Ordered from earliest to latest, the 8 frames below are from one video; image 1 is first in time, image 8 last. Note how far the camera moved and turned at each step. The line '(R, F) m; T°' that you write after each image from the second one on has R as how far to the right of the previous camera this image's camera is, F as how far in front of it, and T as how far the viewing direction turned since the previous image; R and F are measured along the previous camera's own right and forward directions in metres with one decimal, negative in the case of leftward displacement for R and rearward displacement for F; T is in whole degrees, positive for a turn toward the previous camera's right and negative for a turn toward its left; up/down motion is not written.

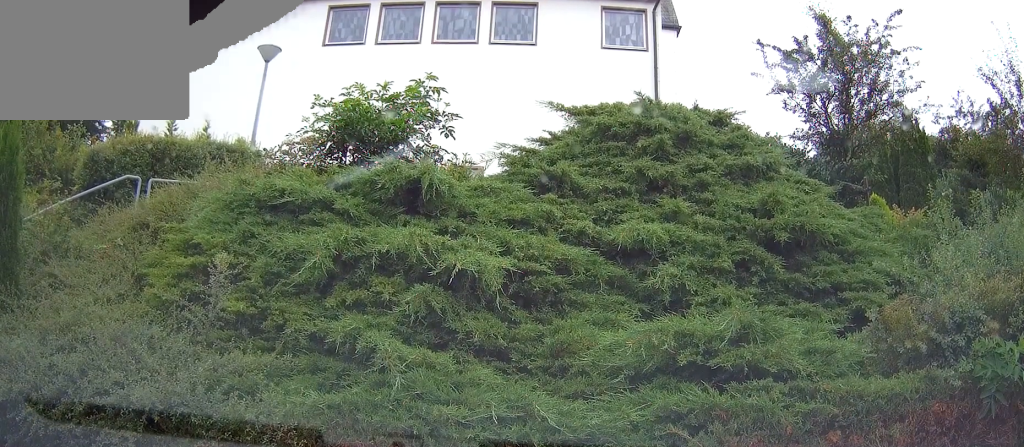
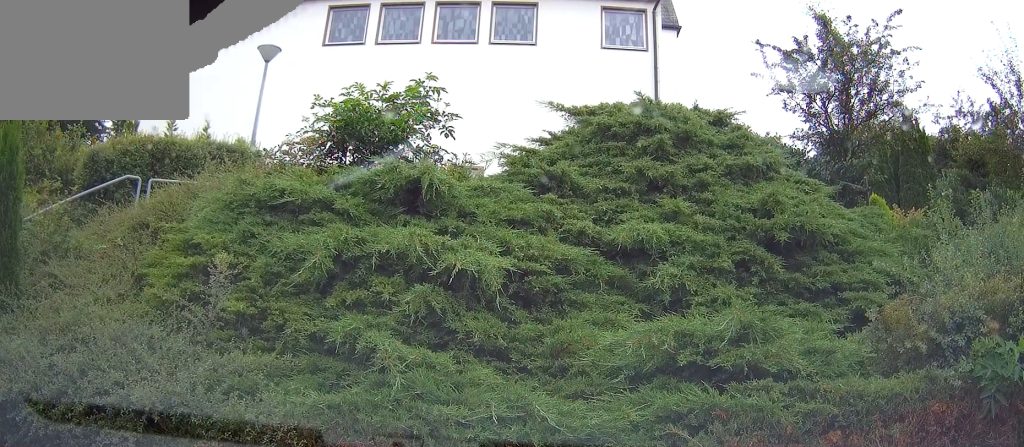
(0.0, 0.0) m; 0°
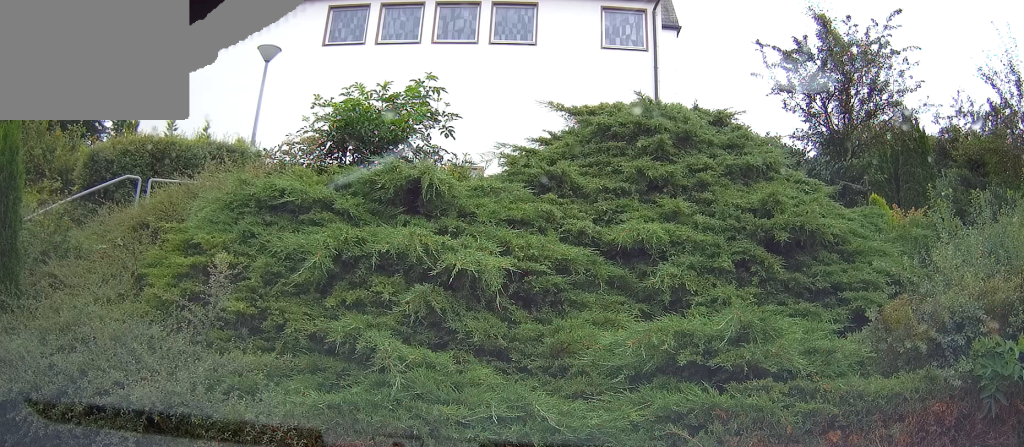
(0.0, 0.0) m; 0°
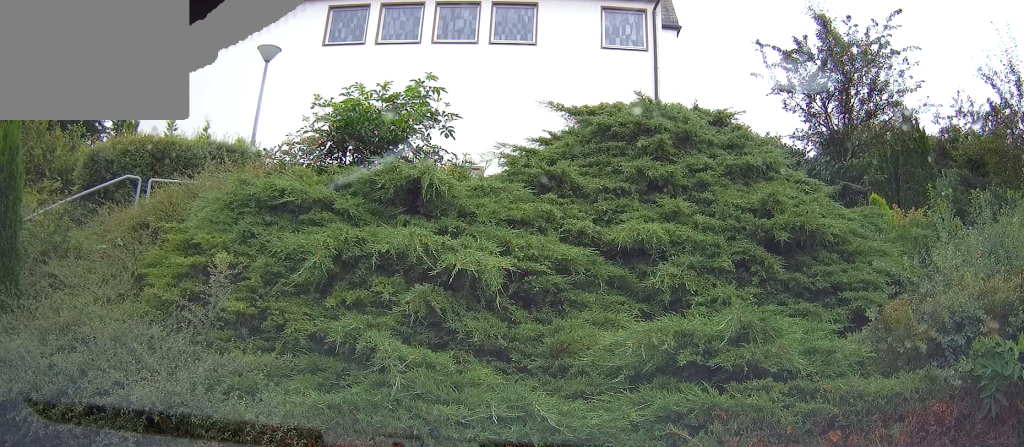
(0.0, 0.0) m; 0°
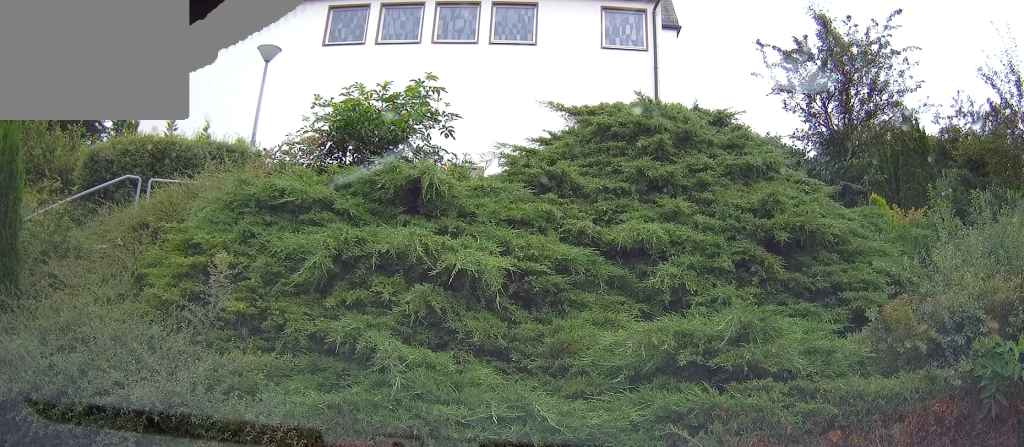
(0.0, 0.0) m; 0°
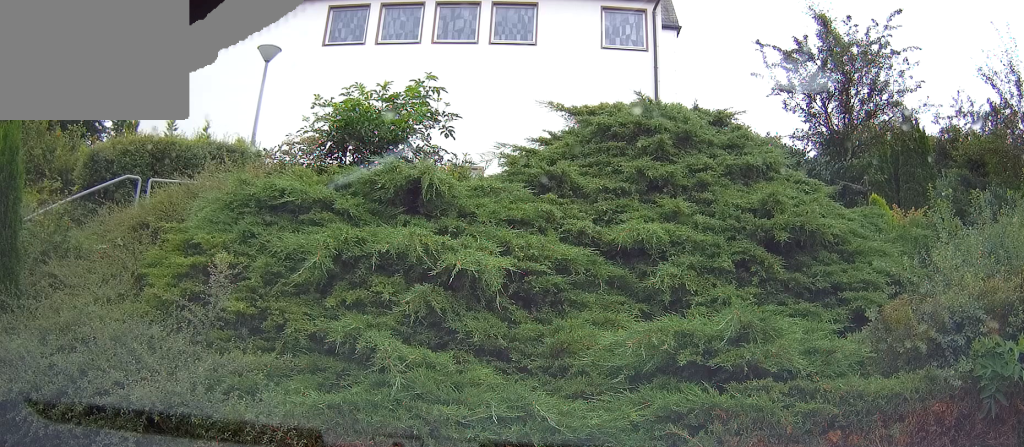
(0.0, 0.0) m; 0°
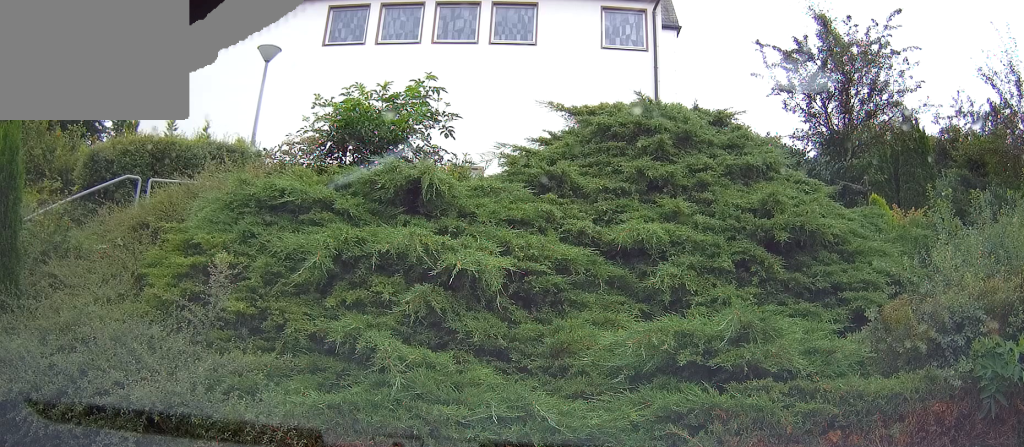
(0.0, 0.0) m; 0°
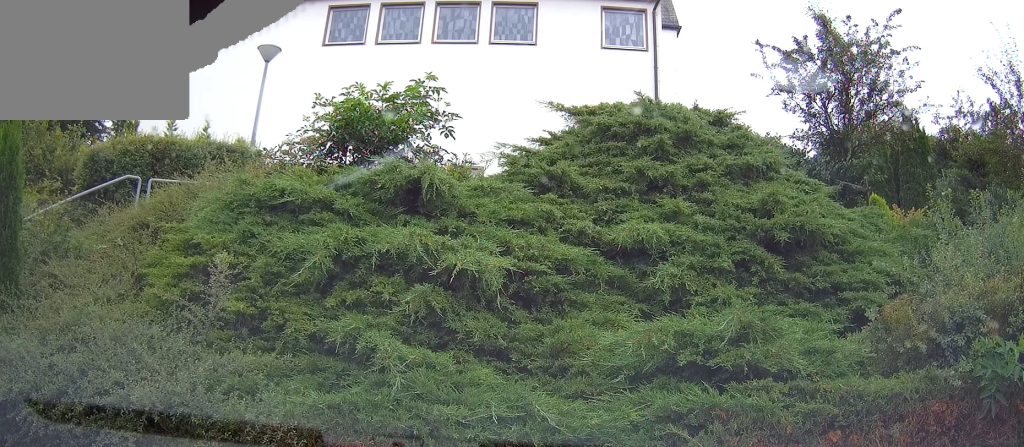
(0.0, 0.0) m; 0°
